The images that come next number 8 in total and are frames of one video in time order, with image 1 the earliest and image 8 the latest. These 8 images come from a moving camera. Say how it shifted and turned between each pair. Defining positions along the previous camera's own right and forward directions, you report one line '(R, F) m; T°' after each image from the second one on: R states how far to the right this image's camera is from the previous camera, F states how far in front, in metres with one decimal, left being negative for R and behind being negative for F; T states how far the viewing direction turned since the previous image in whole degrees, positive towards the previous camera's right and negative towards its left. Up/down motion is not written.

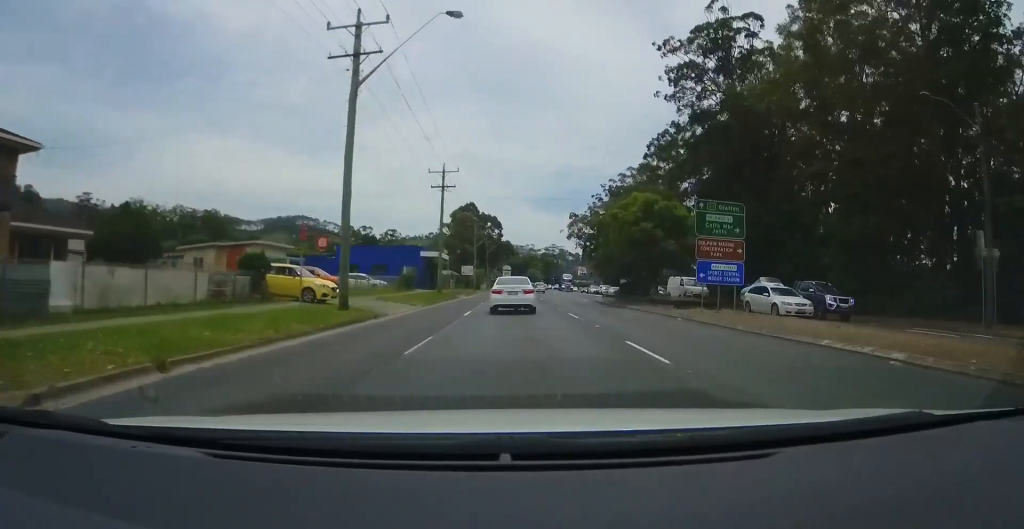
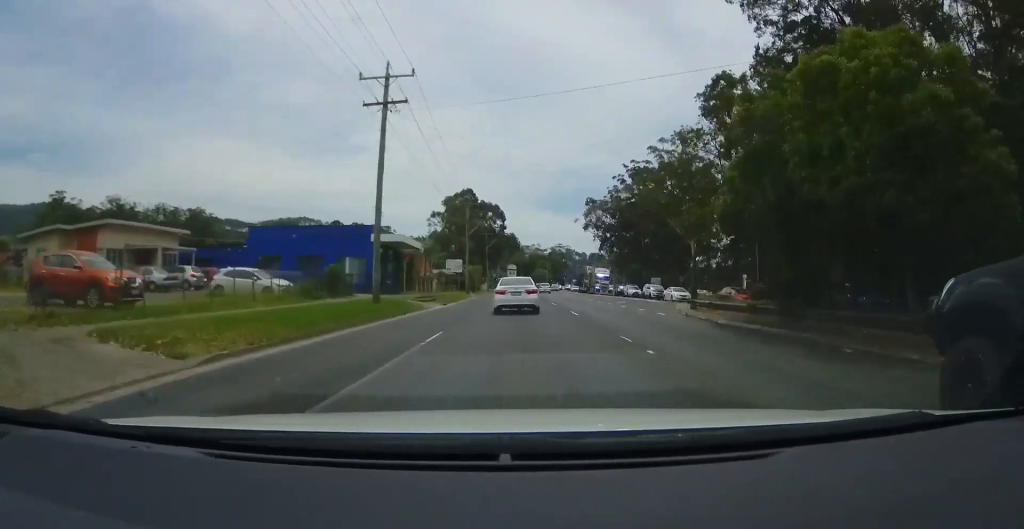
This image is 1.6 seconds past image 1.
(+0.6, +21.4) m; 0°
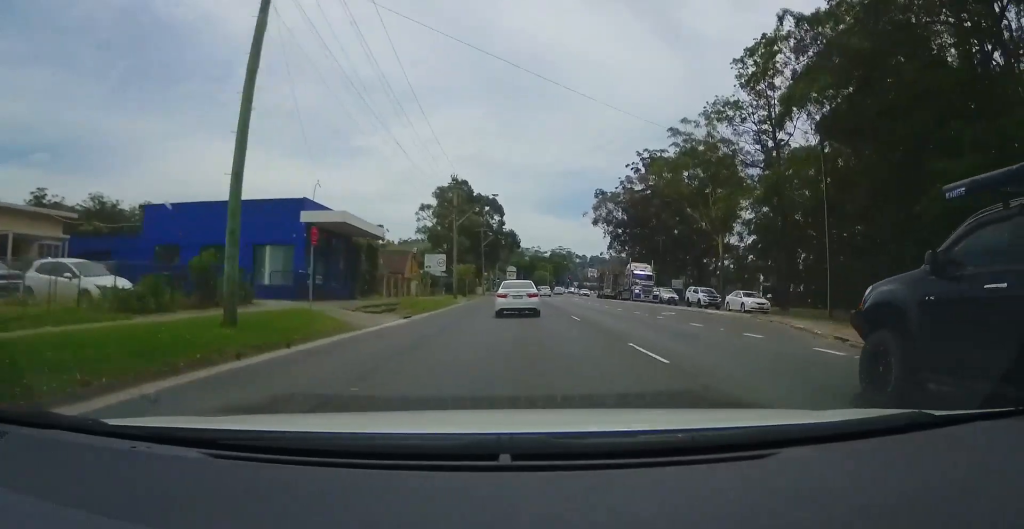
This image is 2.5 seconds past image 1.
(-0.7, +12.9) m; -2°
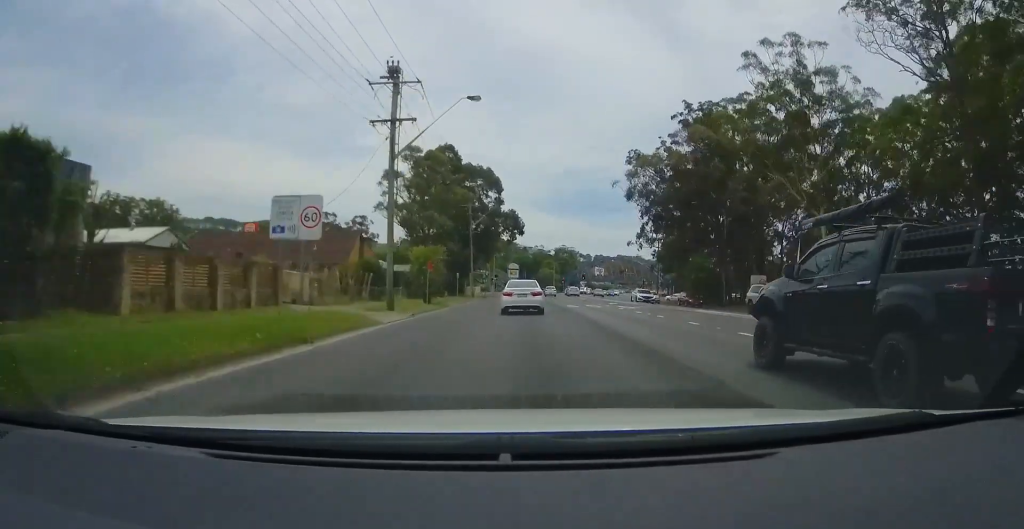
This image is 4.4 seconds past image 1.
(+0.6, +26.9) m; +3°
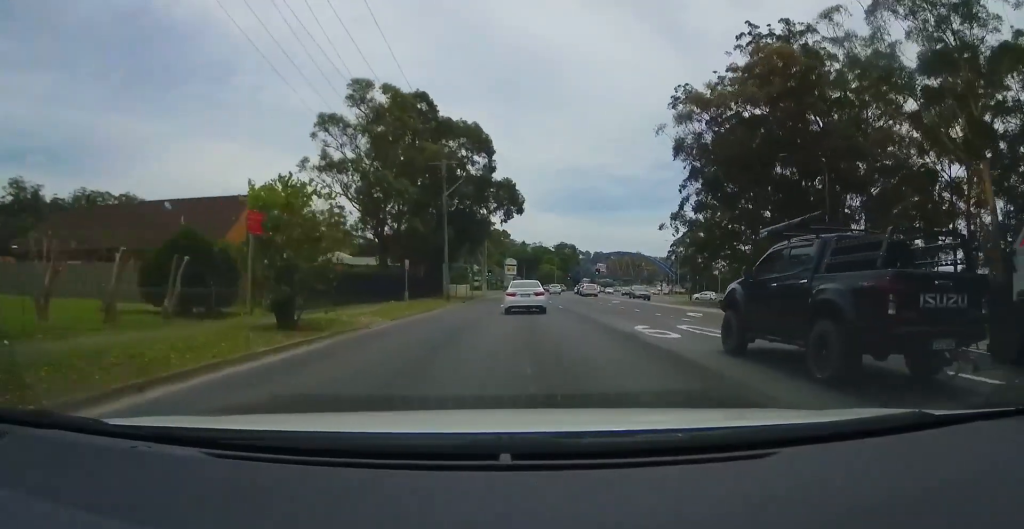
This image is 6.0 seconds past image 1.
(0.0, +22.1) m; -2°
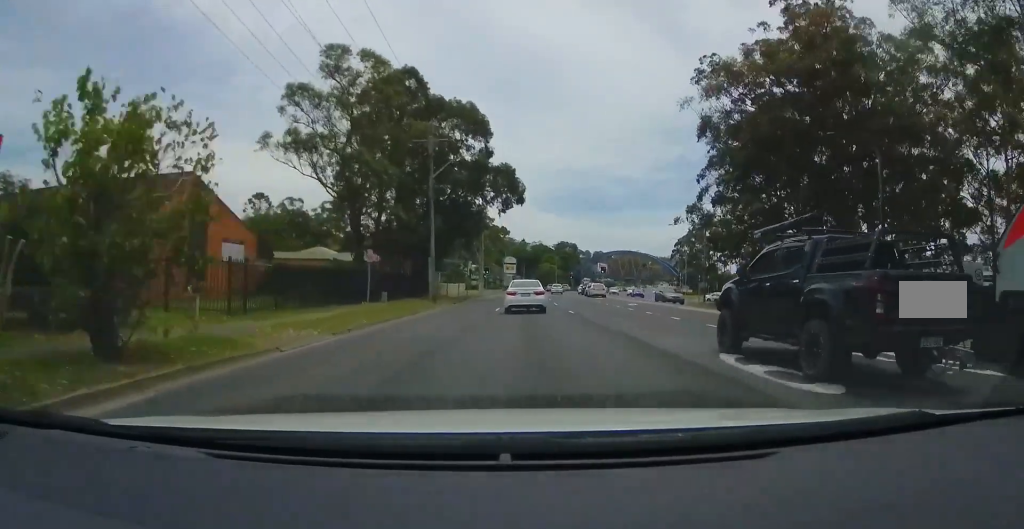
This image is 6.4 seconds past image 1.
(-0.1, +6.3) m; -1°
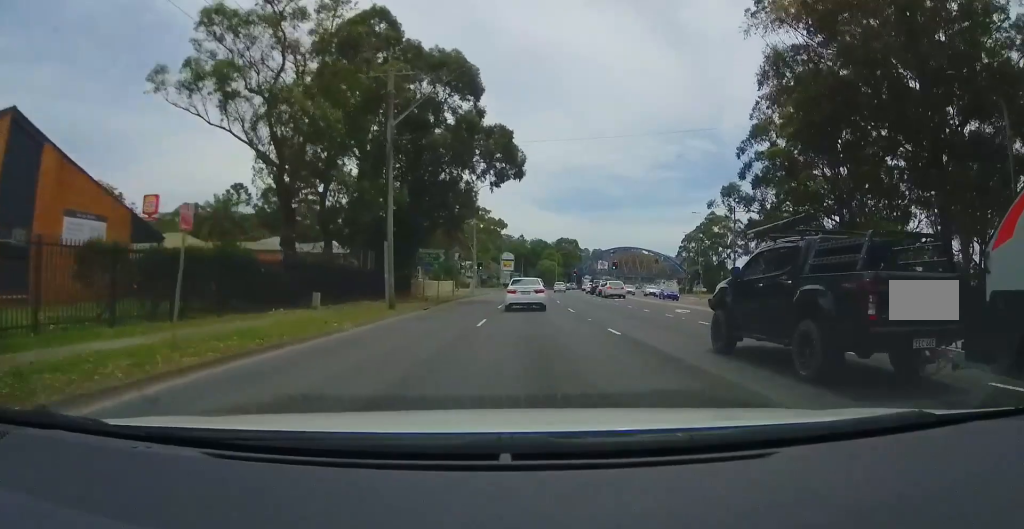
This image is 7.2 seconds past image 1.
(-0.3, +11.5) m; -2°
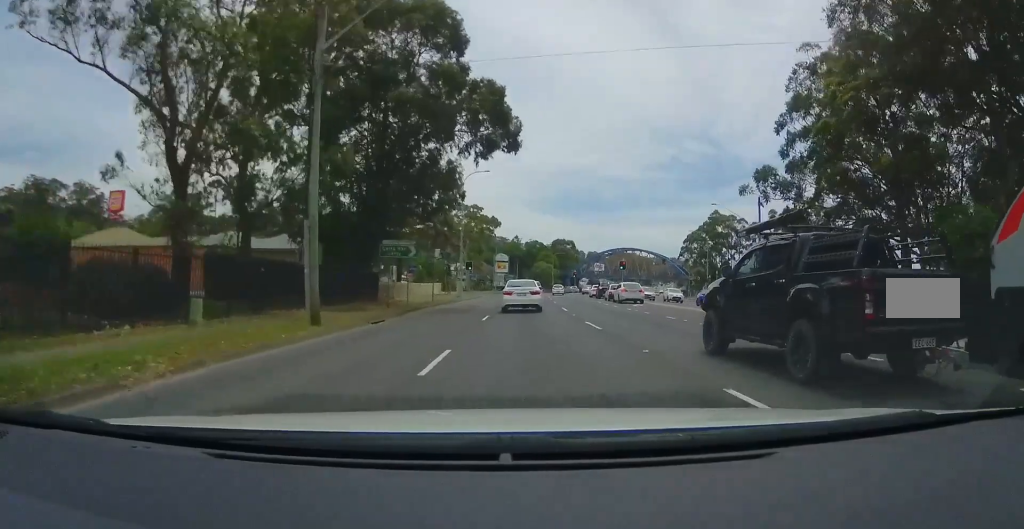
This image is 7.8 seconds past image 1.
(-0.1, +8.6) m; -1°
